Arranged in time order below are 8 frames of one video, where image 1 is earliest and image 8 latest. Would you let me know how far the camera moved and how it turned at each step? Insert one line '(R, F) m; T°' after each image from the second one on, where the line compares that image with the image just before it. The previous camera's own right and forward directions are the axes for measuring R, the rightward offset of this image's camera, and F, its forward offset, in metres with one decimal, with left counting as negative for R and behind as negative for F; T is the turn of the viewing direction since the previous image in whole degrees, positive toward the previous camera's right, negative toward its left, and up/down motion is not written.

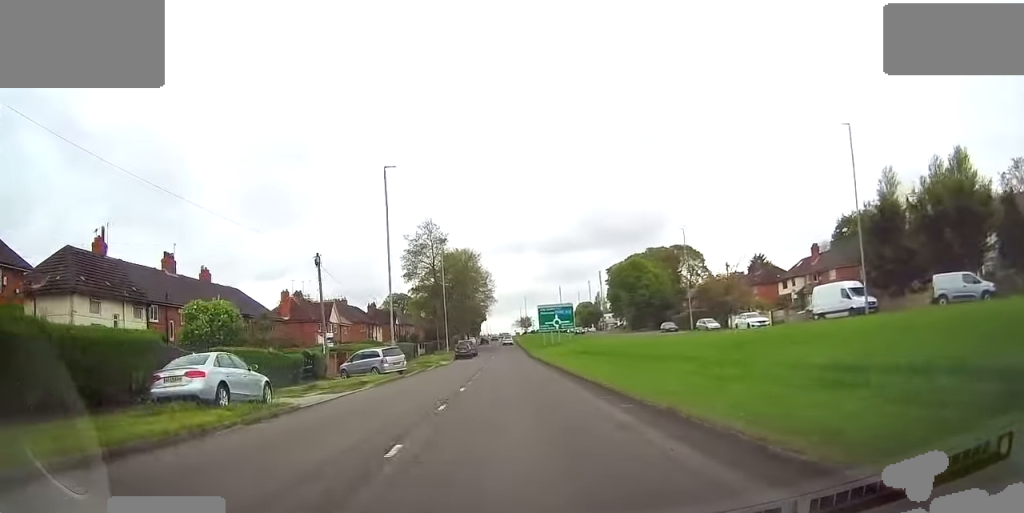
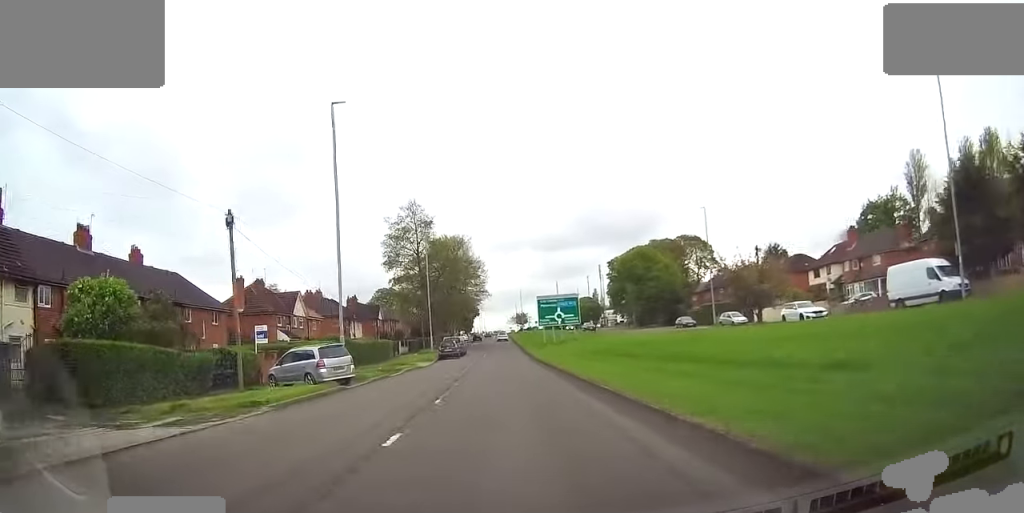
(+0.1, +10.9) m; +1°
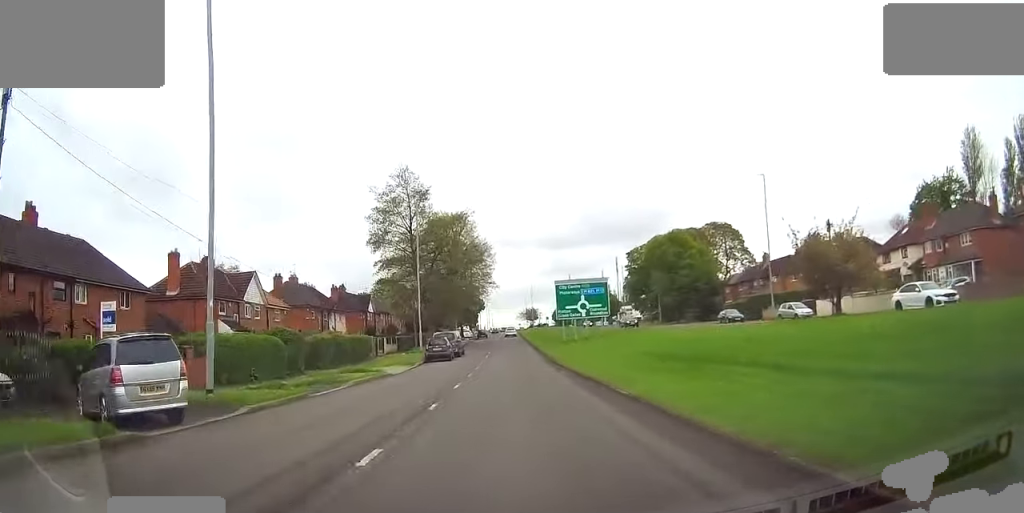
(+0.2, +13.8) m; +1°
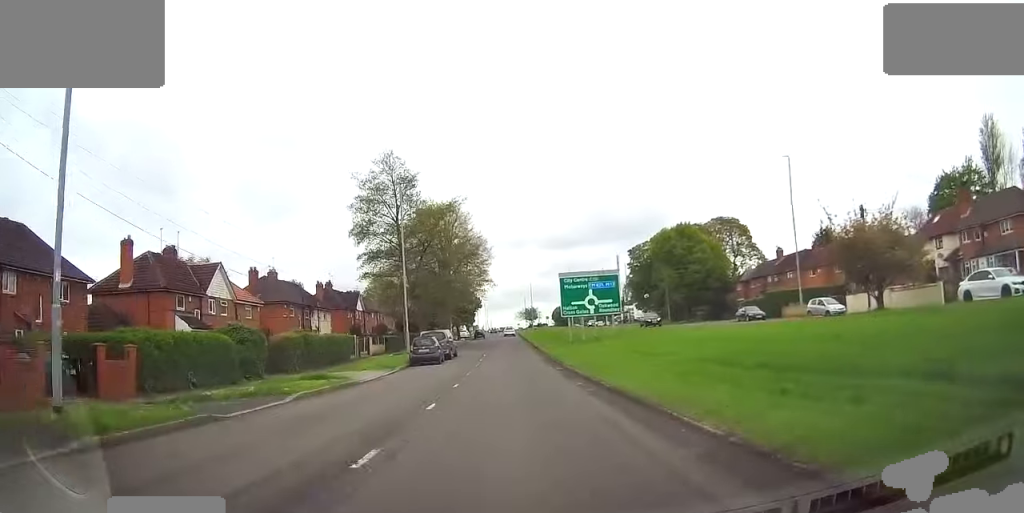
(+0.2, +6.1) m; 0°
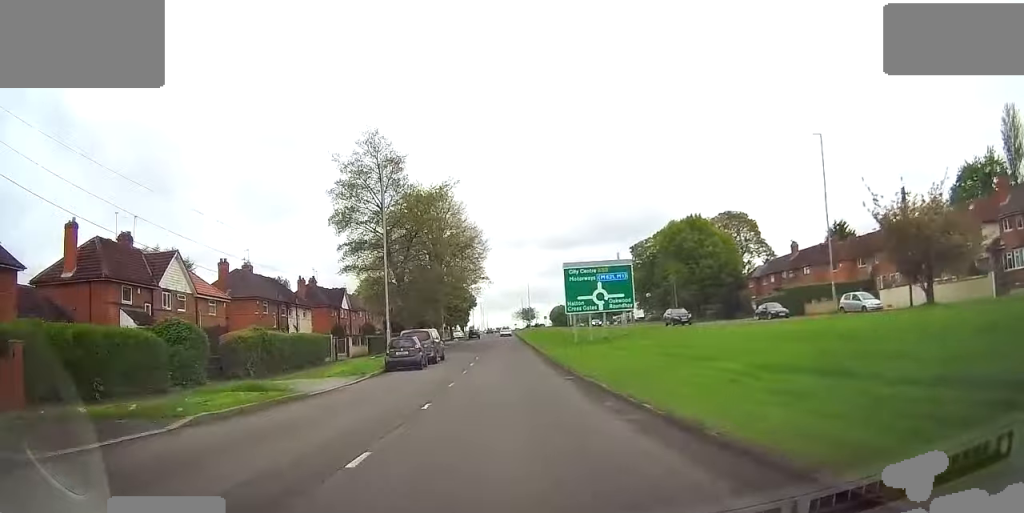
(0.0, +6.1) m; 0°
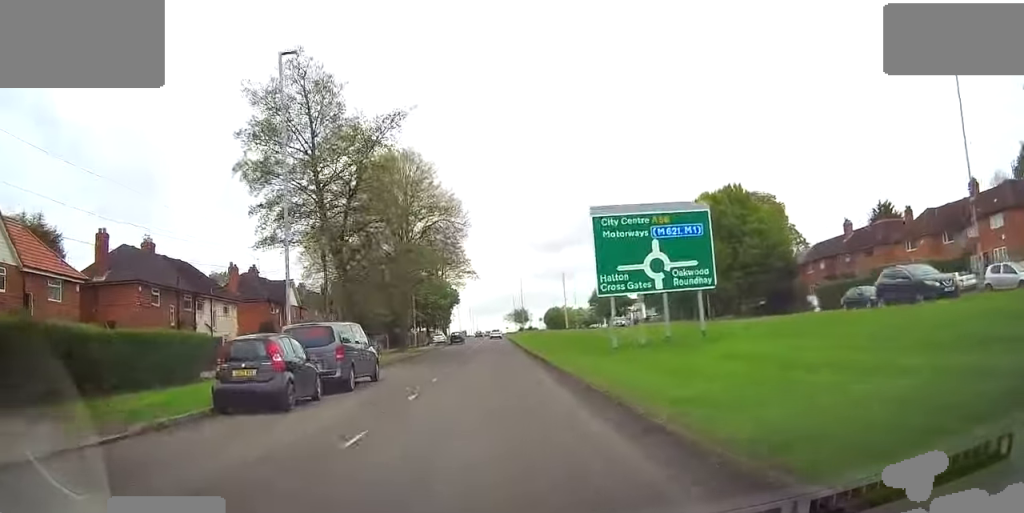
(-0.2, +17.5) m; 0°
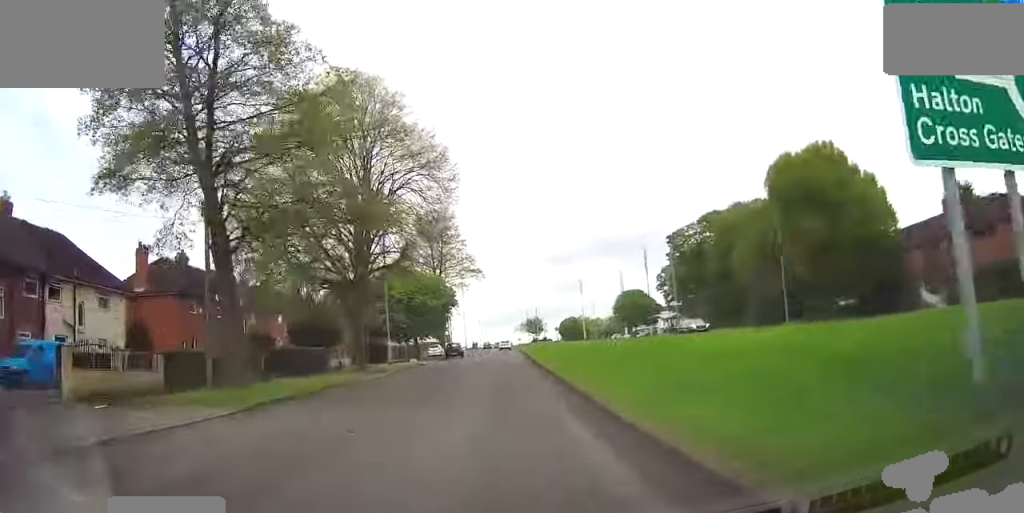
(+0.1, +17.5) m; -2°
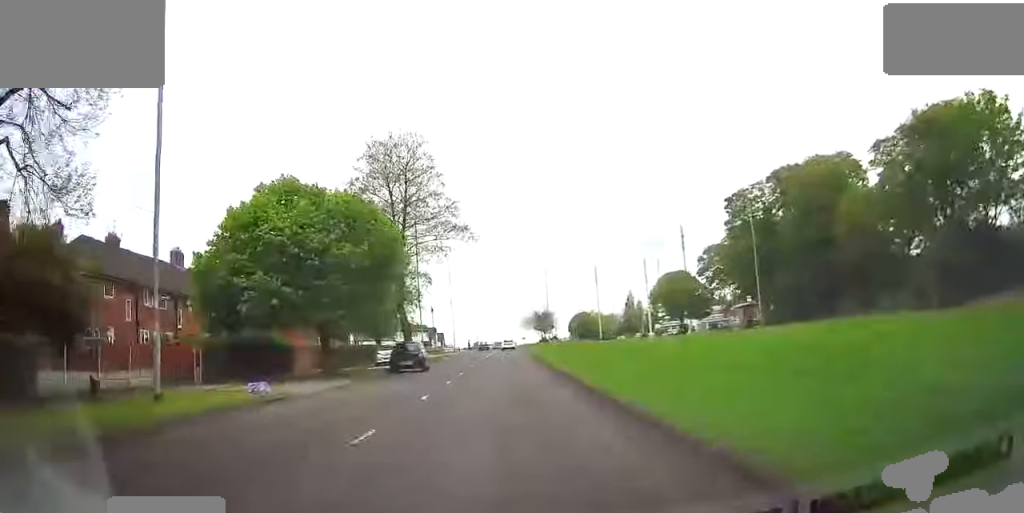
(-0.5, +31.0) m; -2°
